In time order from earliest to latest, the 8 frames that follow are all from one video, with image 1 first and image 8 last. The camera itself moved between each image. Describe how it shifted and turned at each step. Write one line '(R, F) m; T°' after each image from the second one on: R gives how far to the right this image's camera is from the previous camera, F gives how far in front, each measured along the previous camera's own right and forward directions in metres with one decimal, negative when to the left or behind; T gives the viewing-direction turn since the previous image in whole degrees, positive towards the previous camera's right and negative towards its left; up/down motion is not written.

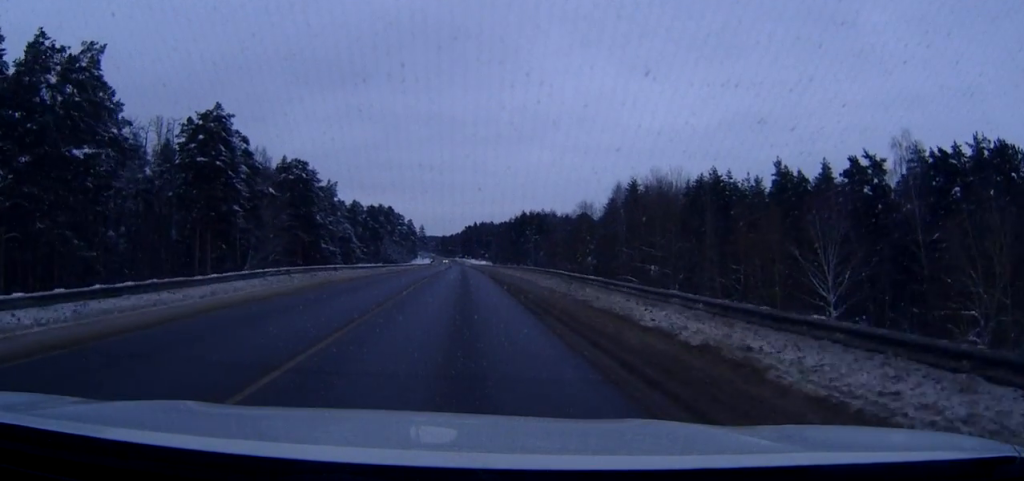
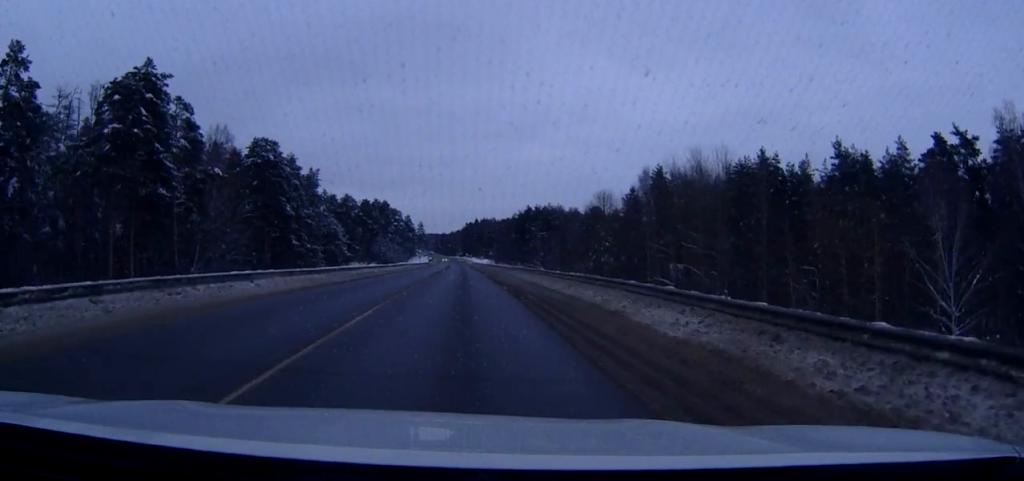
(0.0, +21.7) m; 0°
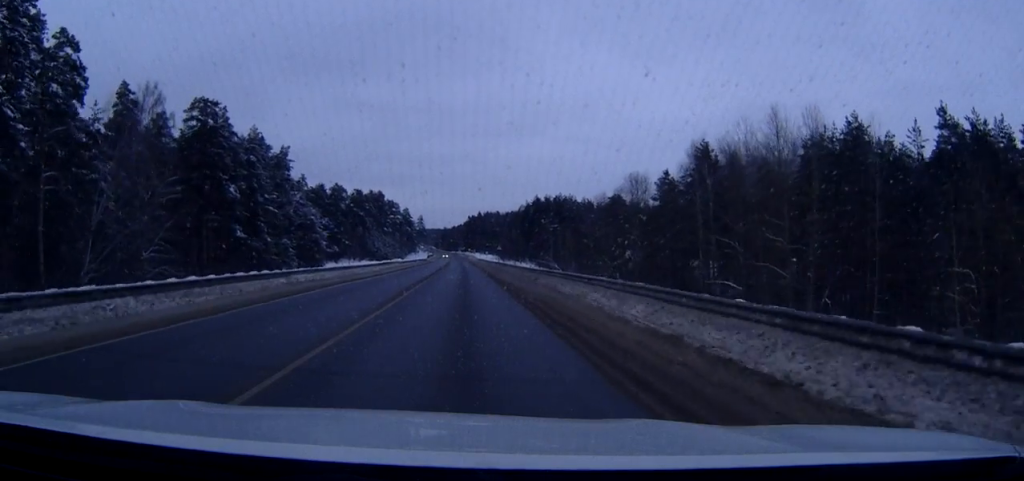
(0.0, +26.8) m; 0°
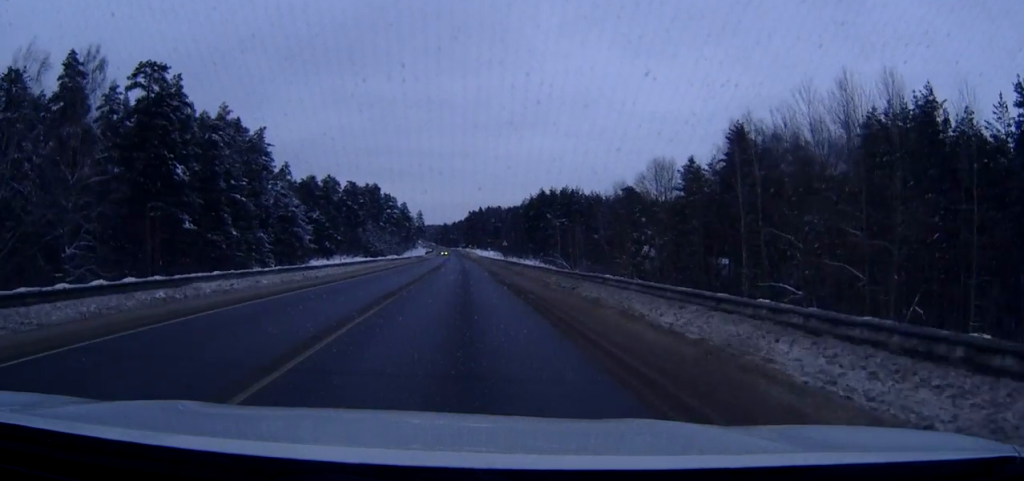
(0.0, +15.3) m; 0°
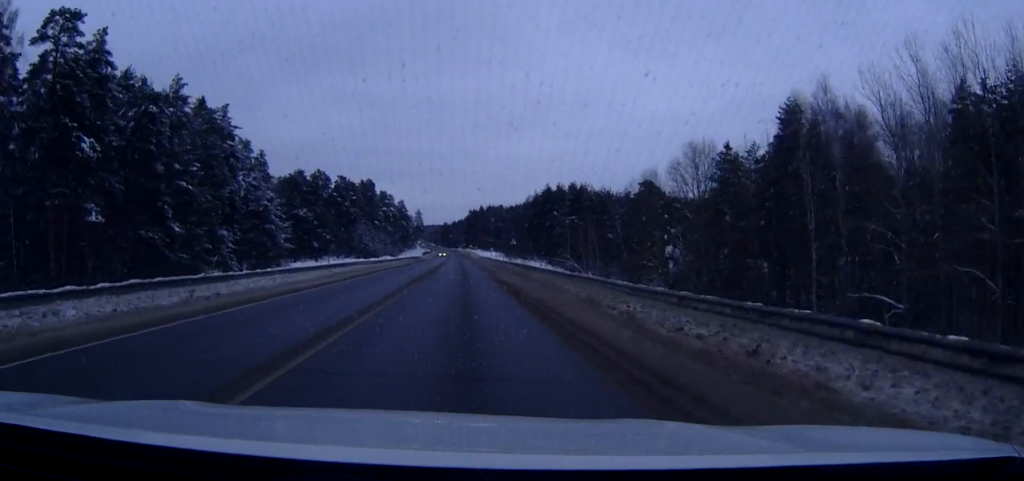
(0.0, +17.6) m; 0°
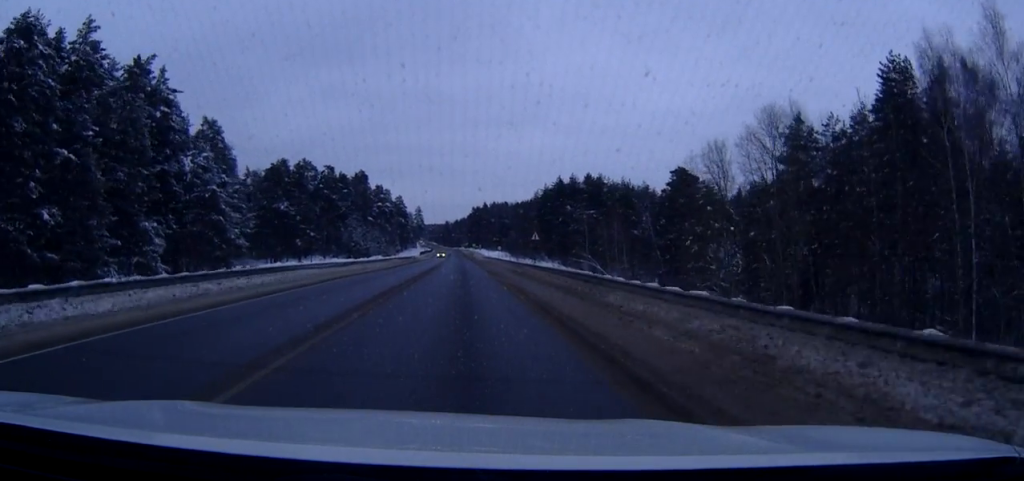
(0.0, +23.5) m; 0°
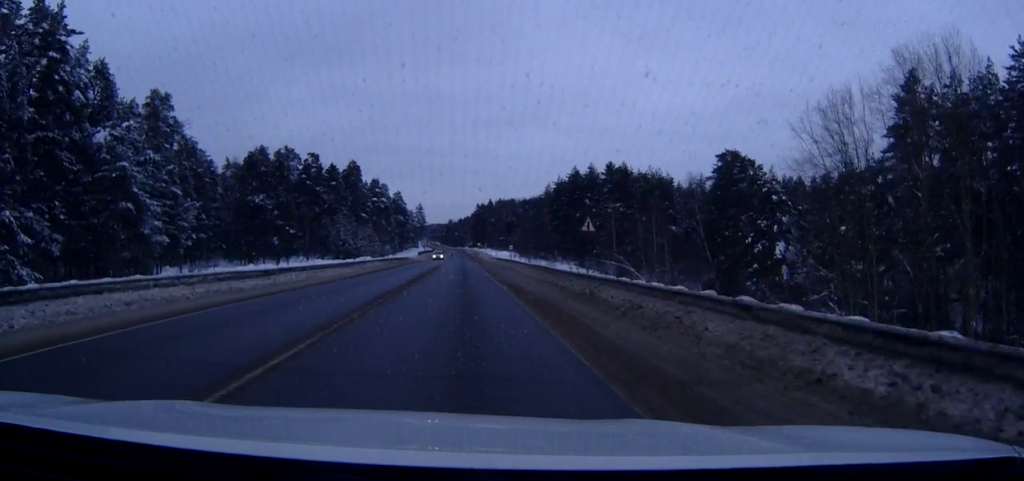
(0.0, +24.1) m; 0°
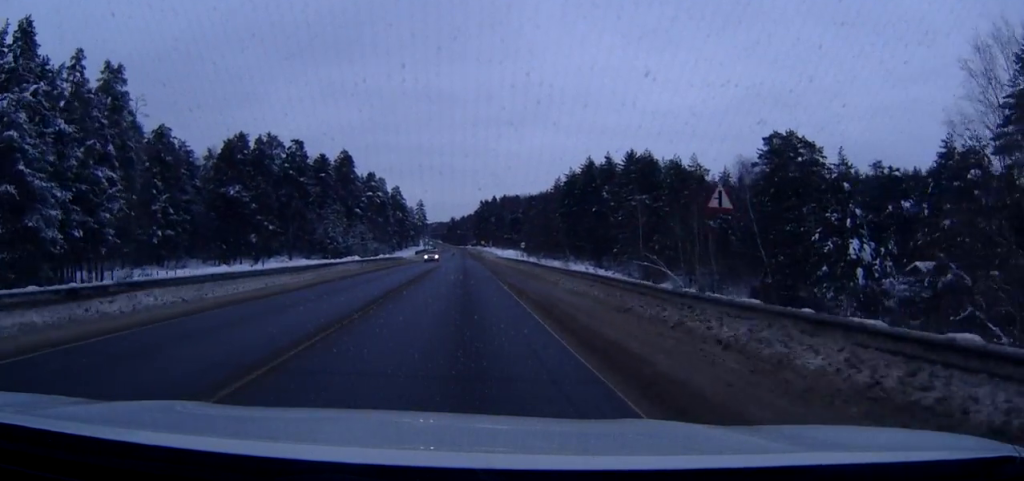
(0.0, +18.2) m; 0°
